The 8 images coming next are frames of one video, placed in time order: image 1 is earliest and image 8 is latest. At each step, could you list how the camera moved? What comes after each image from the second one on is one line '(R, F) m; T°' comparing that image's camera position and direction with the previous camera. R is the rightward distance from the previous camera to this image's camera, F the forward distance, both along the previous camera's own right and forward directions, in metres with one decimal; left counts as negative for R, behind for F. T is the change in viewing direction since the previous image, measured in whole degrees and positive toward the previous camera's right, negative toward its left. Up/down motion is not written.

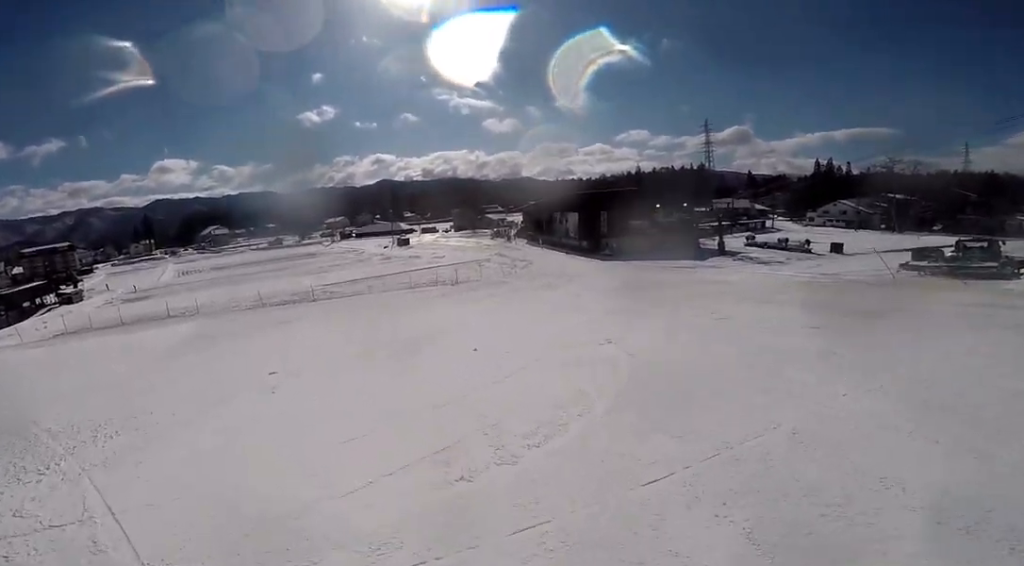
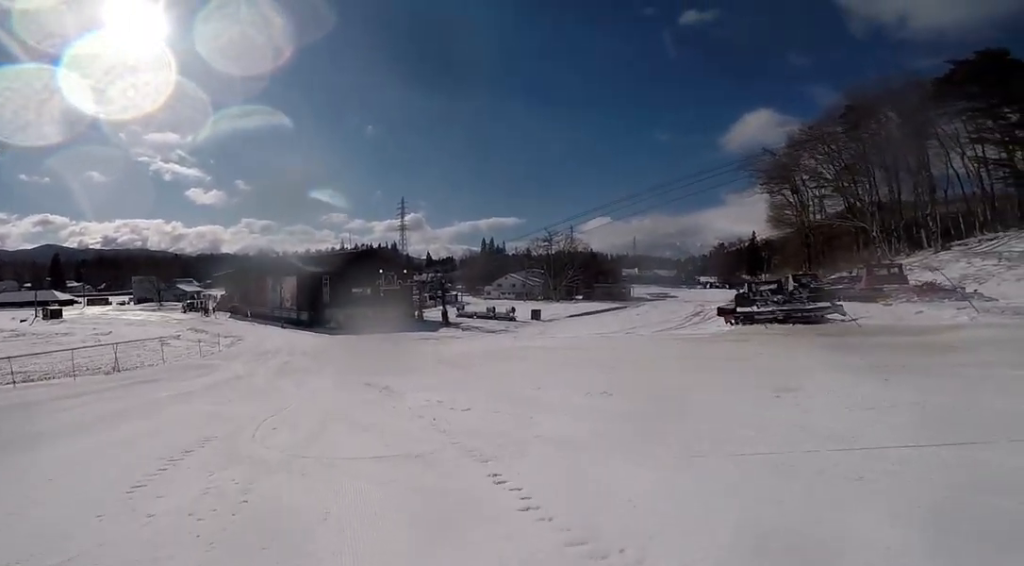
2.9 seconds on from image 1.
(+7.0, +12.4) m; +38°
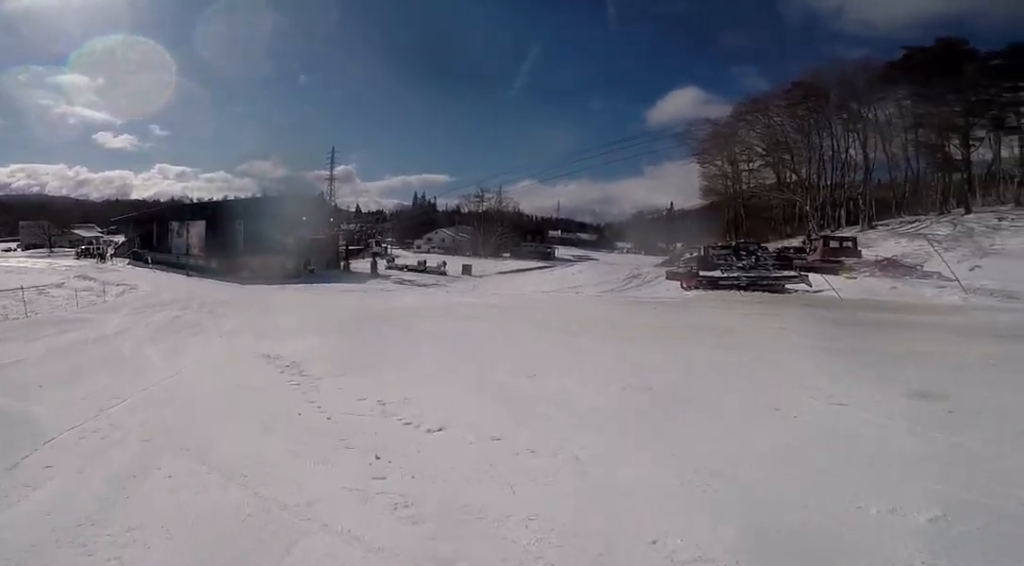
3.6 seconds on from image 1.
(+0.1, +3.4) m; -11°
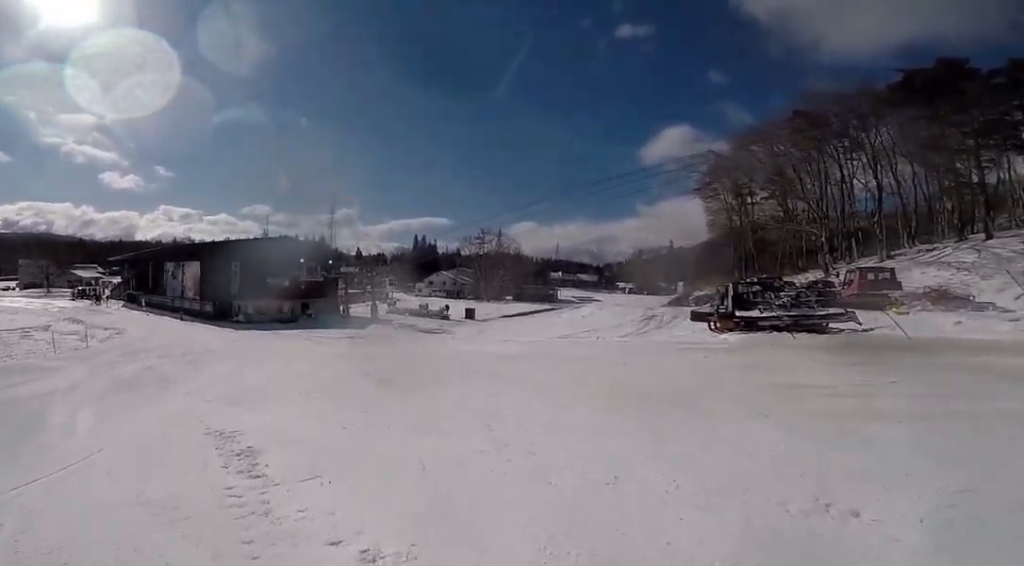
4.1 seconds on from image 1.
(-0.6, +2.3) m; -10°
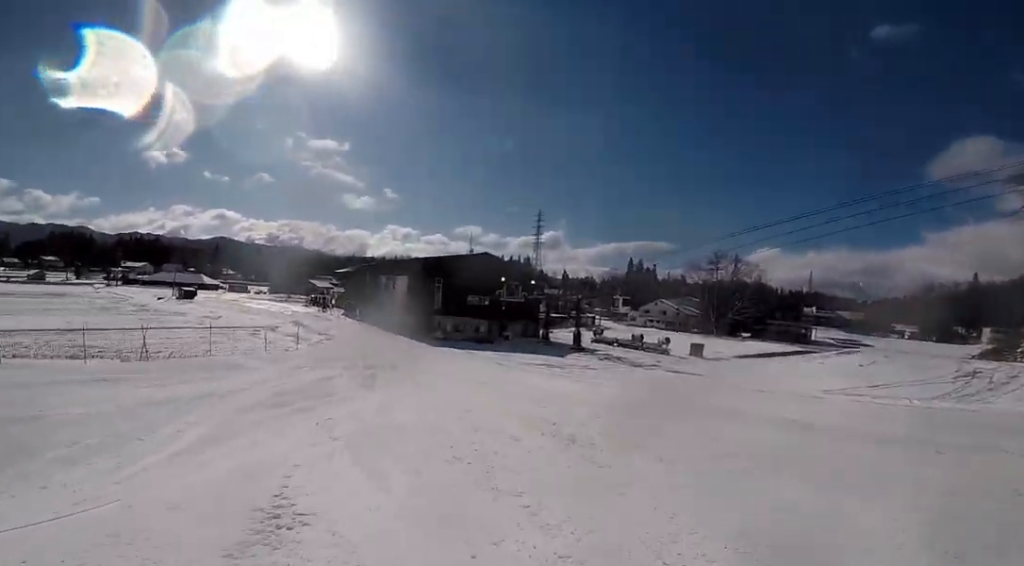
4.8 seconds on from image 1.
(-0.4, +3.4) m; -8°
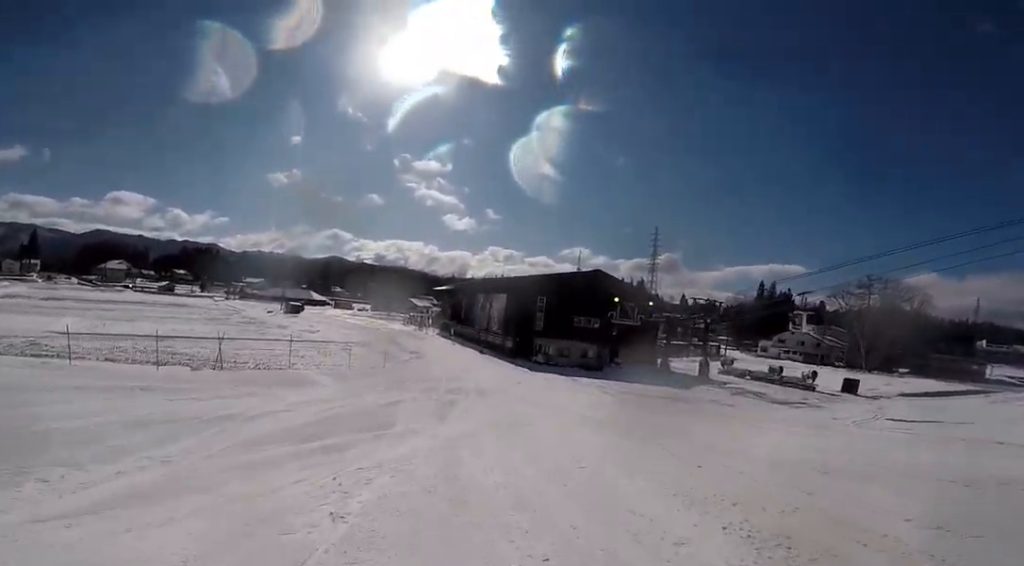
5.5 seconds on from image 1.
(-0.1, +3.9) m; -1°
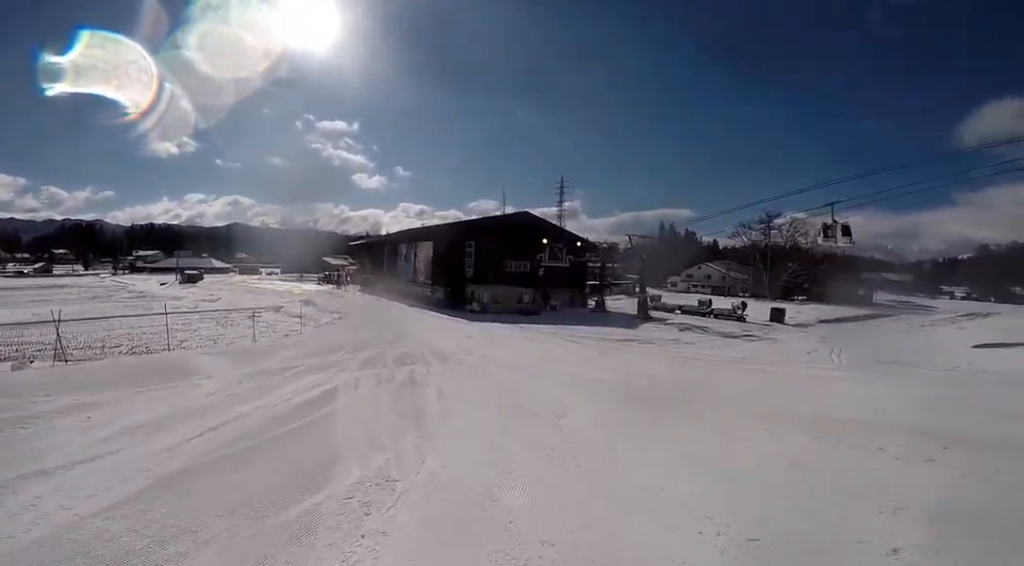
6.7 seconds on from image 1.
(0.0, +6.5) m; +3°
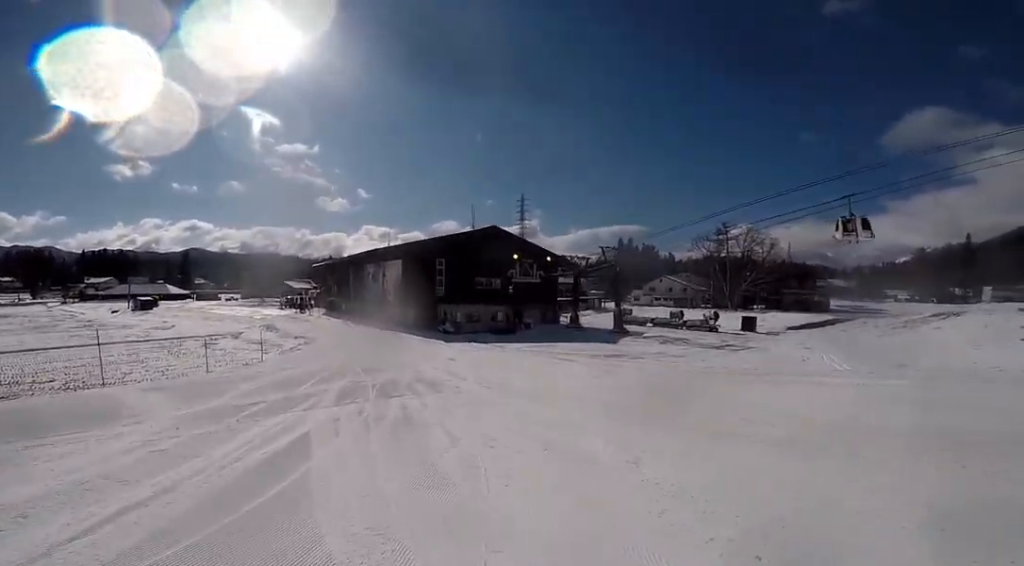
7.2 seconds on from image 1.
(-0.1, +2.6) m; +4°
